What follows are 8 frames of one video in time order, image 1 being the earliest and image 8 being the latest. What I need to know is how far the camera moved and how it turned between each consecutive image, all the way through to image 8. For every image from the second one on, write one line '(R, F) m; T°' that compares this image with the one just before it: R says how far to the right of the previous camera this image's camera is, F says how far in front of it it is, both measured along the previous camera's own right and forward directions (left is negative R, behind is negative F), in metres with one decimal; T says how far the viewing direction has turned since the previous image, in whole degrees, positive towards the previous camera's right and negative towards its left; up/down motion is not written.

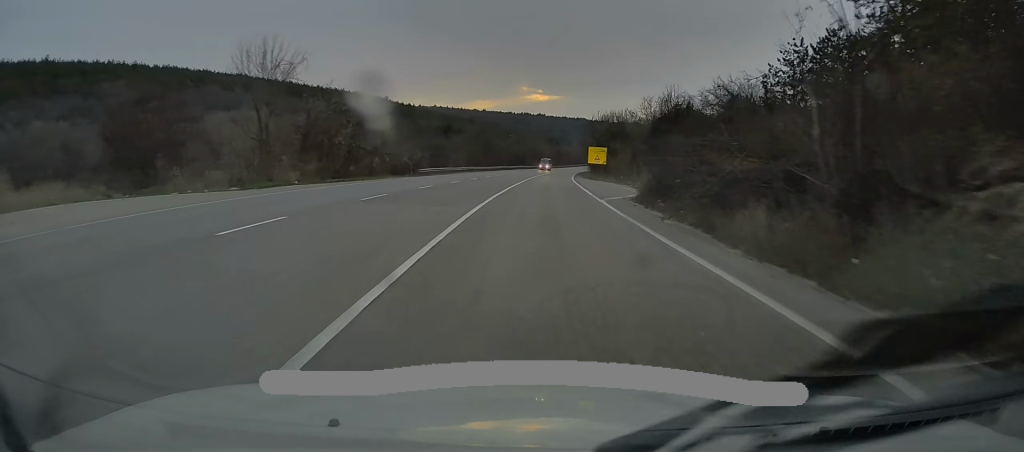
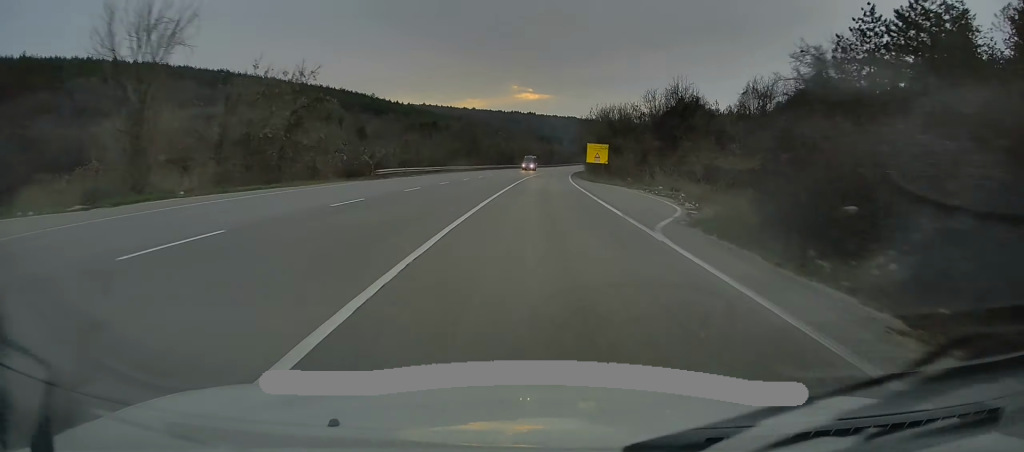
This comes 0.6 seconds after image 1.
(+0.1, +11.7) m; +1°
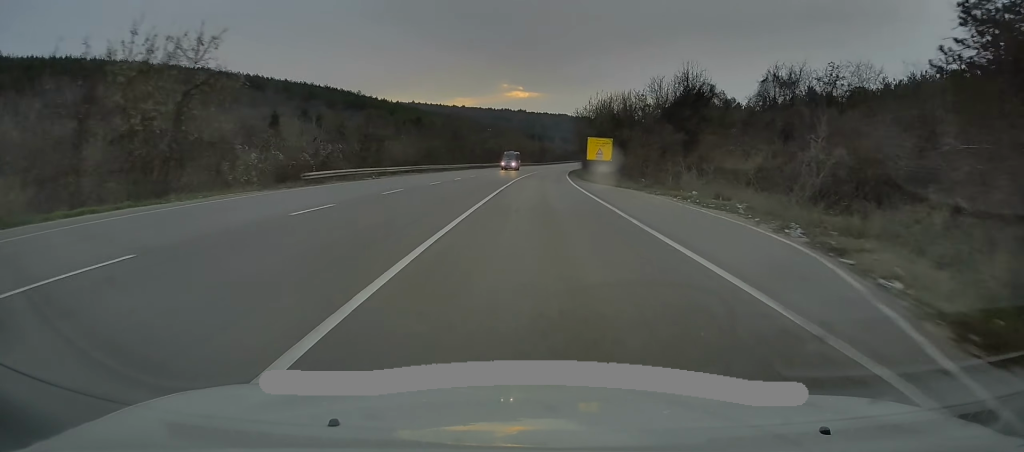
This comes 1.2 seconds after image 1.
(+0.3, +11.7) m; +1°
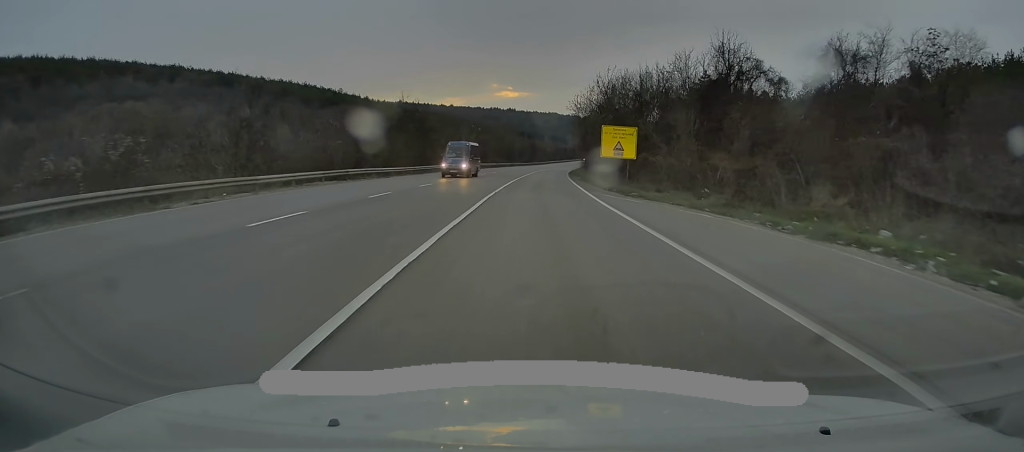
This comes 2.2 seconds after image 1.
(+0.2, +20.1) m; +1°
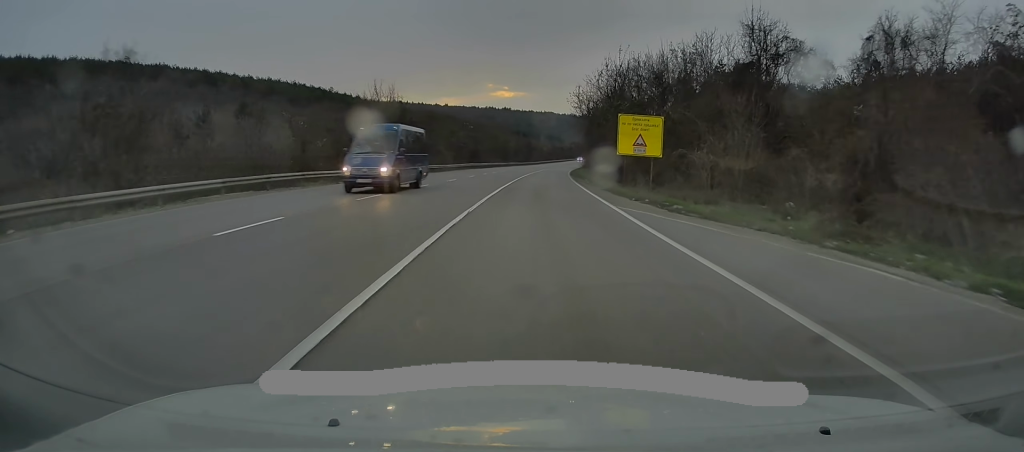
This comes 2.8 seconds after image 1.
(0.0, +10.4) m; 0°
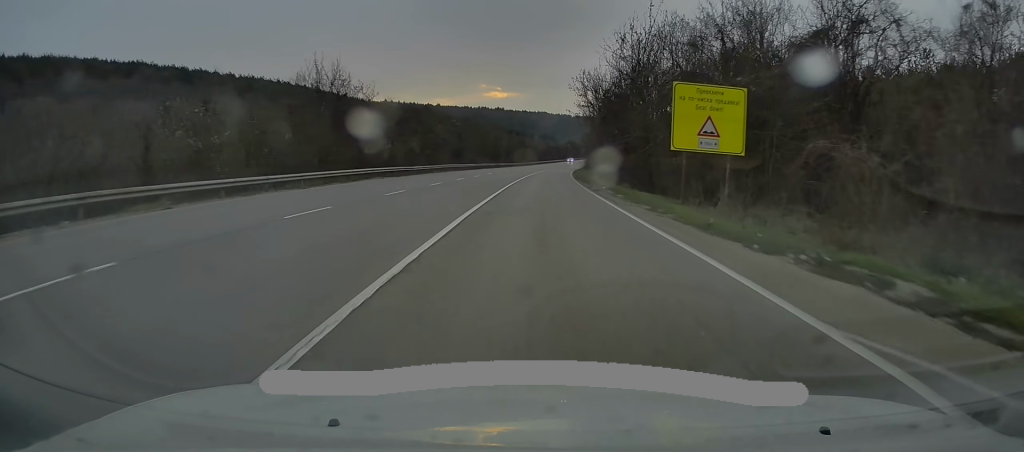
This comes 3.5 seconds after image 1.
(0.0, +15.0) m; 0°
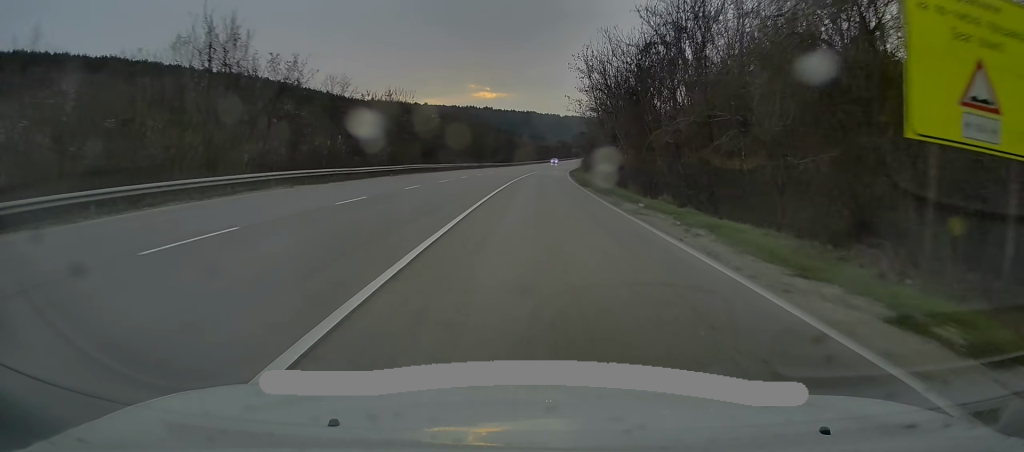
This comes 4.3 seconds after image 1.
(0.0, +14.3) m; +1°
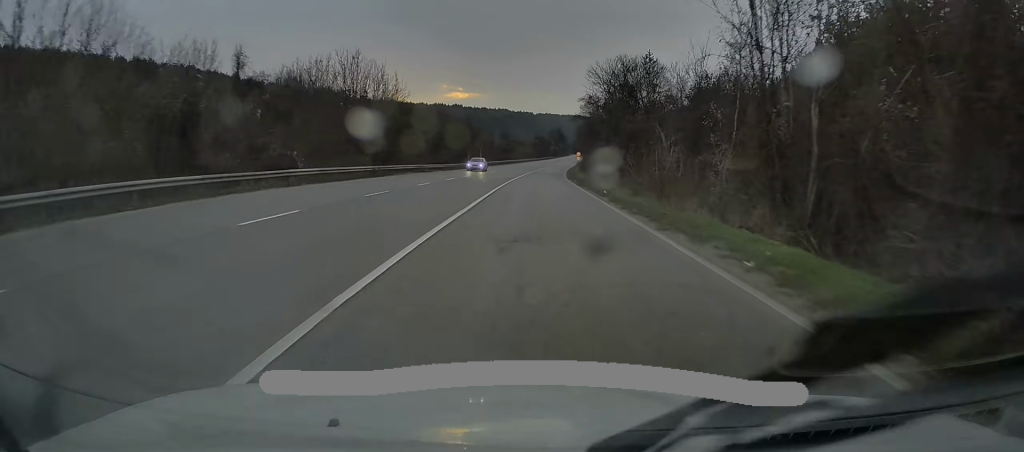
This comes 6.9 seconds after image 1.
(+1.5, +50.6) m; +2°
